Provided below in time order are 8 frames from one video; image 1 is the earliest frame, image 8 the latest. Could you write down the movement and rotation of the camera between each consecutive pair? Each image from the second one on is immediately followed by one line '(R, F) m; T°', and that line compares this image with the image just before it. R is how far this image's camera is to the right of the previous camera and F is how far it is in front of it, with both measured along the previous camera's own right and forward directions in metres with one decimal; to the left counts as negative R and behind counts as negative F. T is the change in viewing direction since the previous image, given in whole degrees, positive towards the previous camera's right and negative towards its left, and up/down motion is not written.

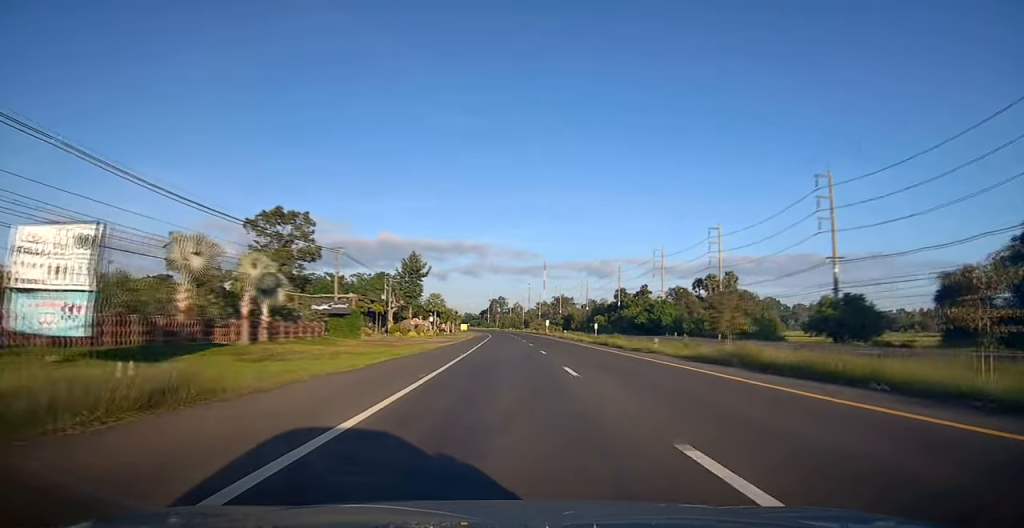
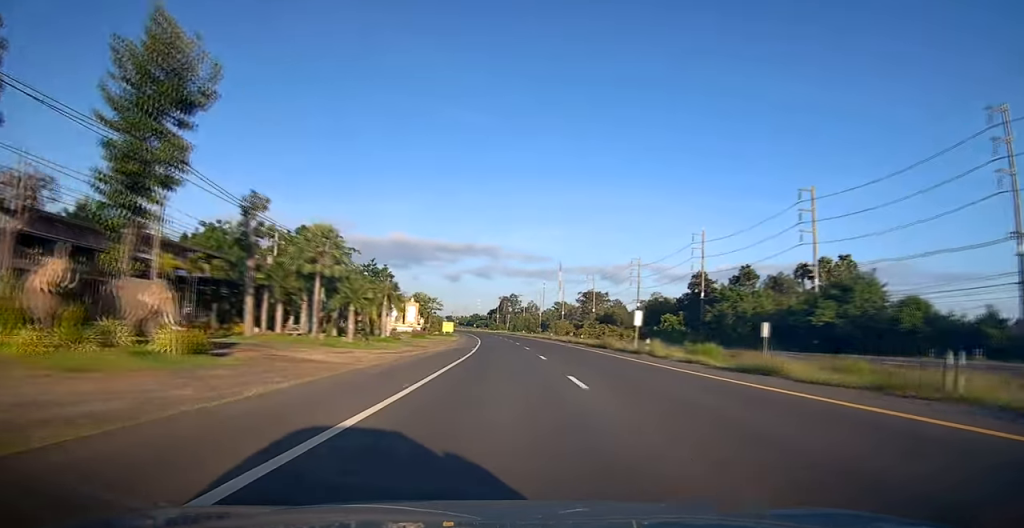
(+0.1, +62.6) m; 0°
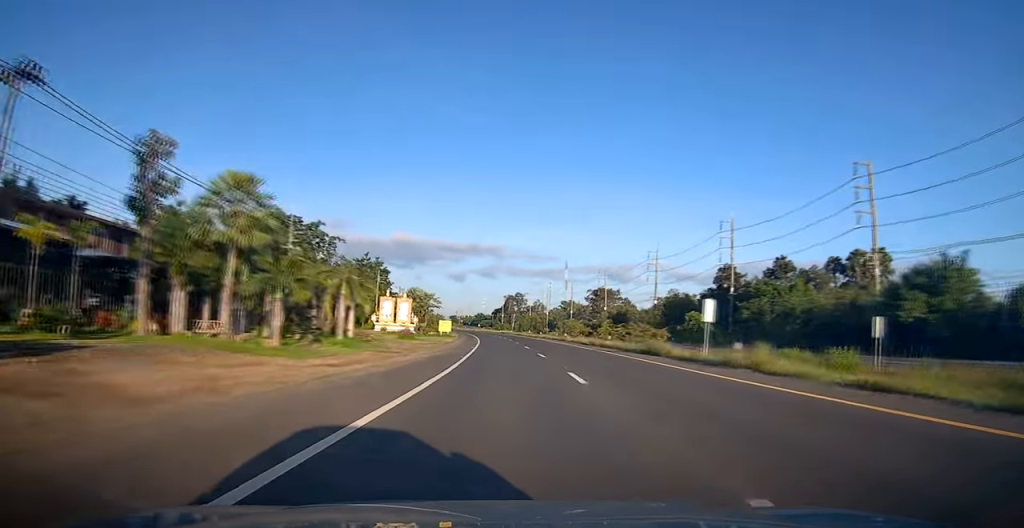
(0.0, +11.3) m; 0°
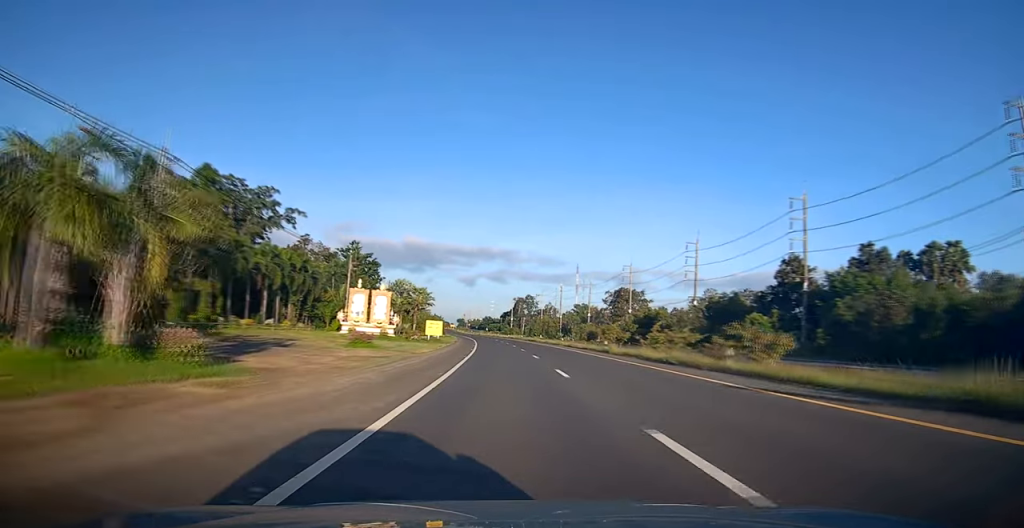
(-0.1, +20.3) m; 0°
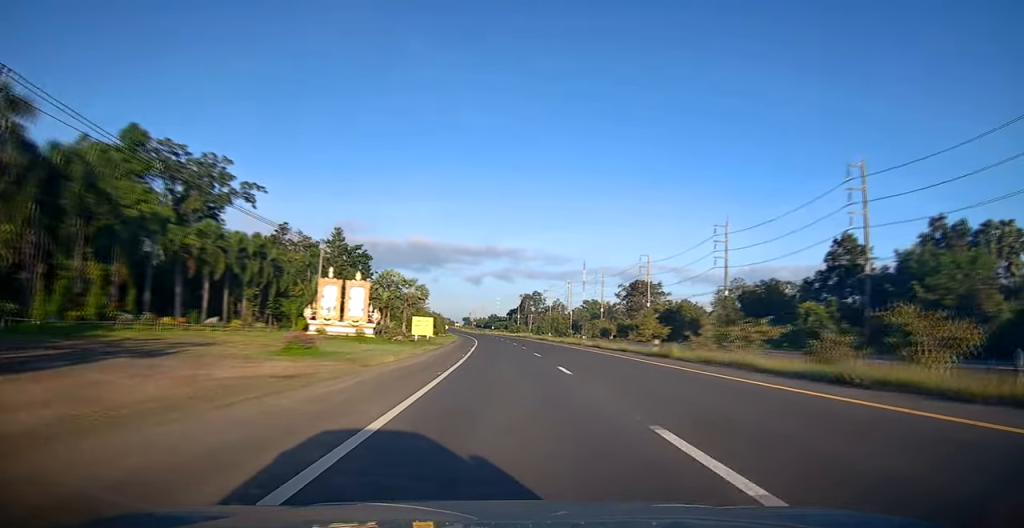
(0.0, +12.1) m; 0°
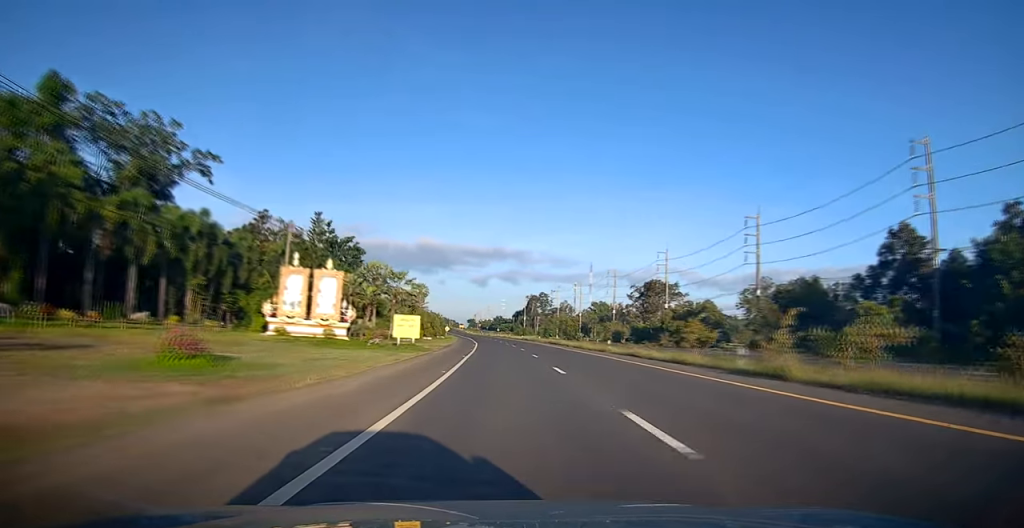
(-0.1, +9.9) m; -1°
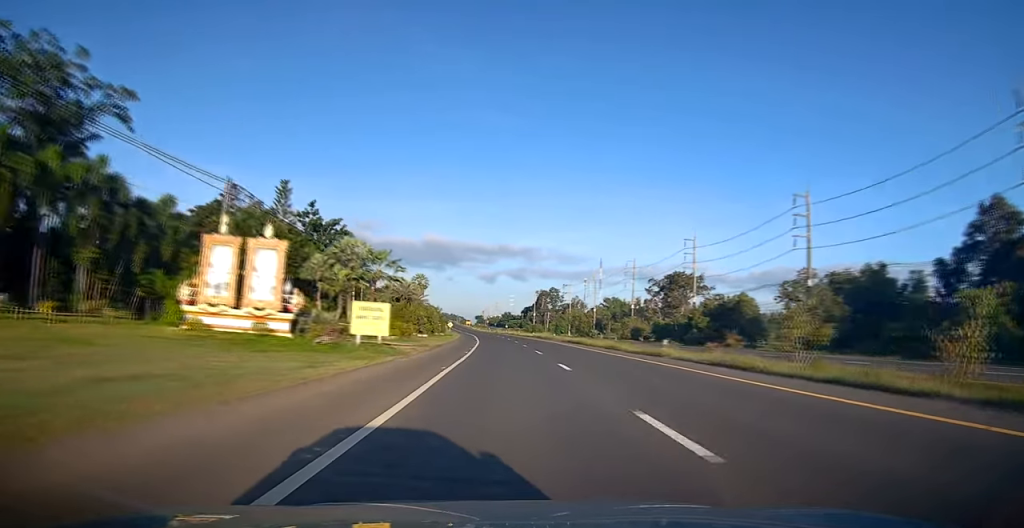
(0.0, +12.2) m; -1°
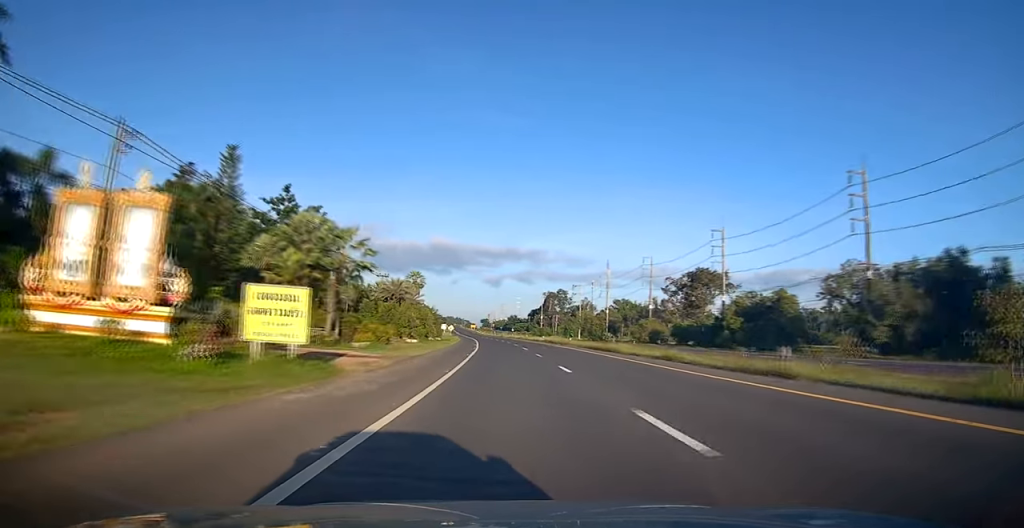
(-0.3, +11.5) m; -1°
